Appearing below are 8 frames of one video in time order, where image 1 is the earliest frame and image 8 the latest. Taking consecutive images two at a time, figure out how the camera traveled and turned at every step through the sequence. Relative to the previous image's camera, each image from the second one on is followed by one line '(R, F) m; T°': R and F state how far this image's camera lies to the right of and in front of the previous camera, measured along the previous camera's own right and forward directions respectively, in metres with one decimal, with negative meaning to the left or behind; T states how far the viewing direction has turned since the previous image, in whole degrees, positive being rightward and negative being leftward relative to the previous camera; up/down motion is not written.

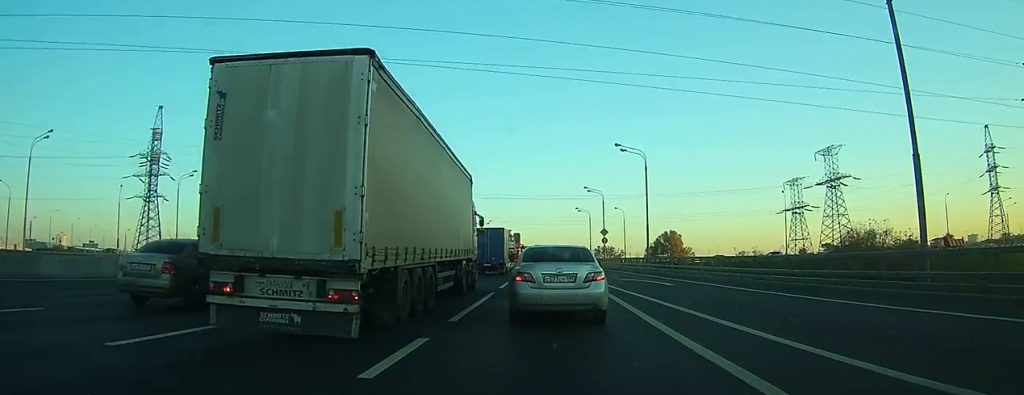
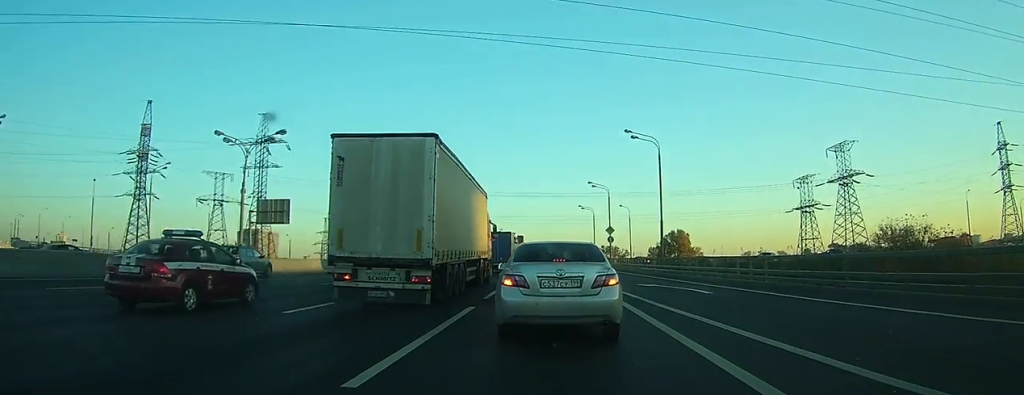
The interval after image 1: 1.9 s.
(0.0, +4.4) m; +1°
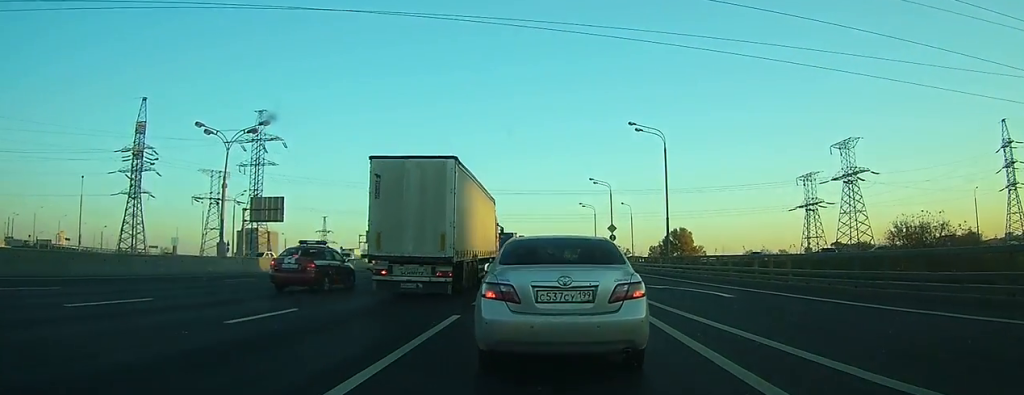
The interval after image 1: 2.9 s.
(0.0, +1.7) m; 0°
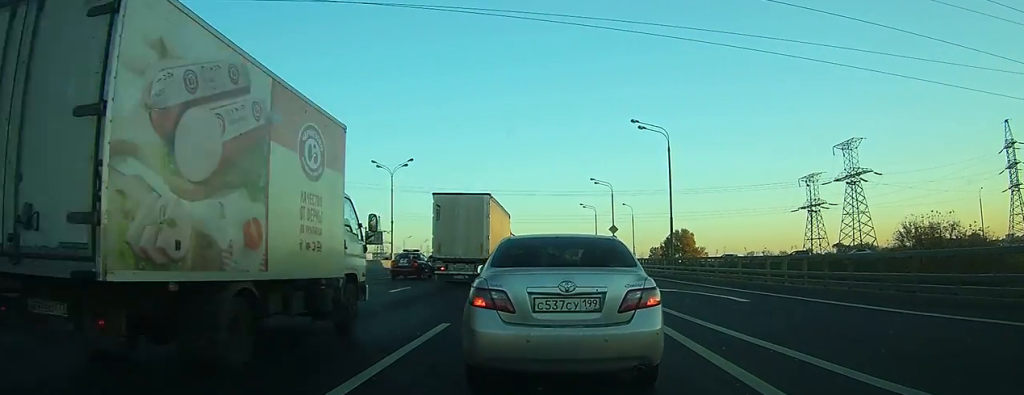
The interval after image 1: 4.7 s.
(0.0, +2.2) m; +2°
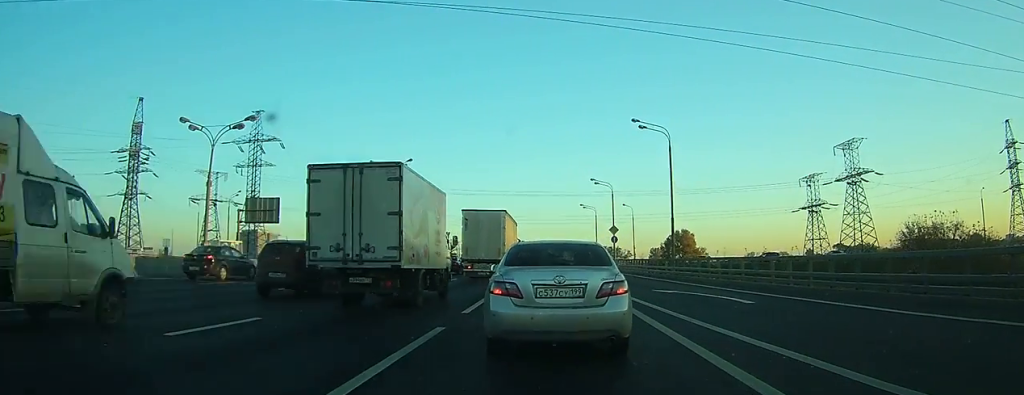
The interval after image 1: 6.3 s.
(+0.1, +1.6) m; +2°
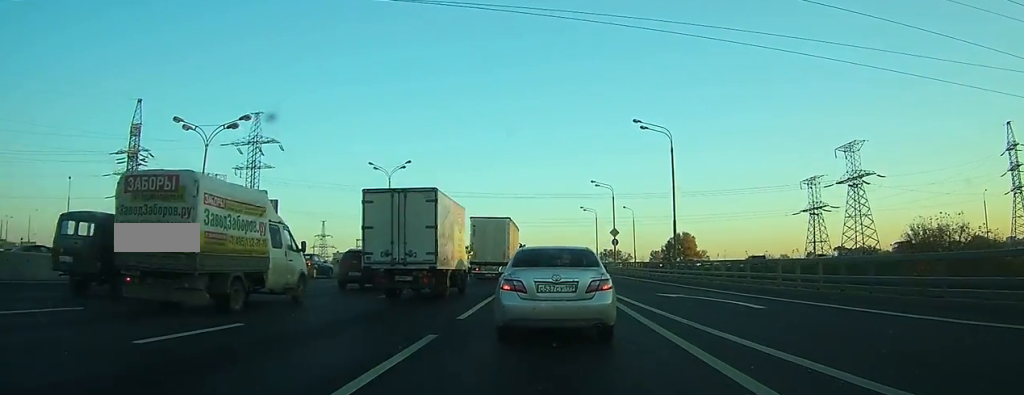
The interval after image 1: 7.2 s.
(0.0, +0.7) m; +1°
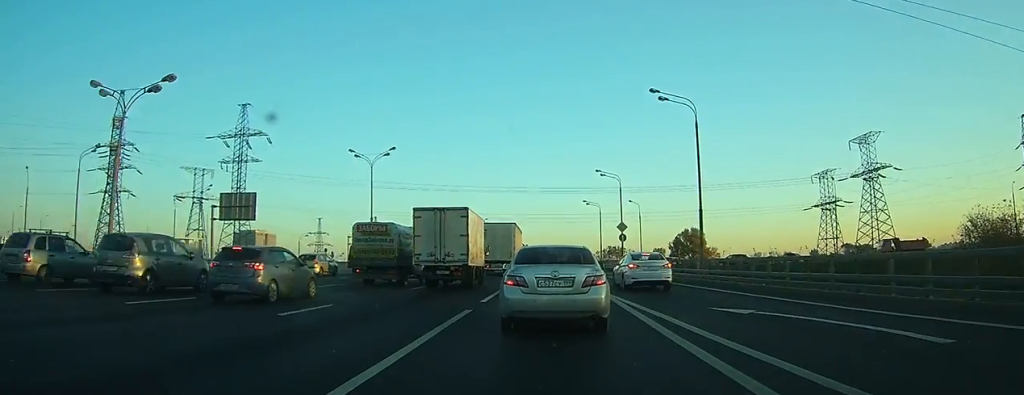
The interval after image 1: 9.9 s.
(-0.1, +4.1) m; -3°
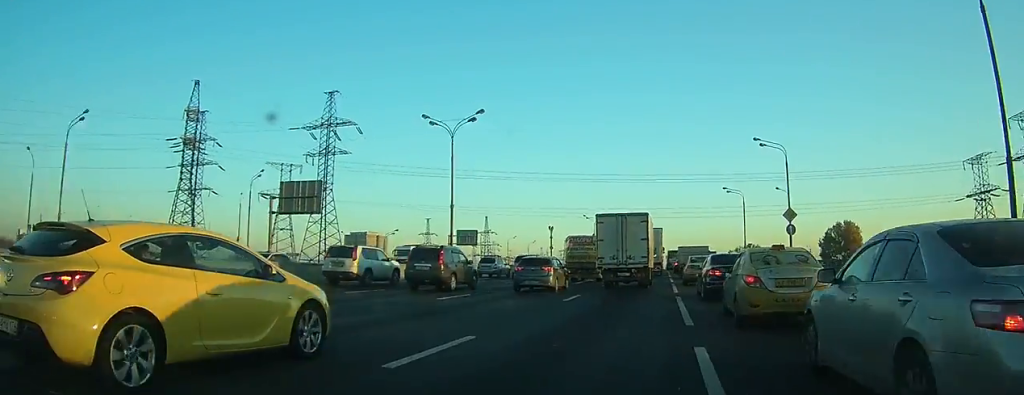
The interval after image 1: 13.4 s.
(-1.0, +12.1) m; -8°
